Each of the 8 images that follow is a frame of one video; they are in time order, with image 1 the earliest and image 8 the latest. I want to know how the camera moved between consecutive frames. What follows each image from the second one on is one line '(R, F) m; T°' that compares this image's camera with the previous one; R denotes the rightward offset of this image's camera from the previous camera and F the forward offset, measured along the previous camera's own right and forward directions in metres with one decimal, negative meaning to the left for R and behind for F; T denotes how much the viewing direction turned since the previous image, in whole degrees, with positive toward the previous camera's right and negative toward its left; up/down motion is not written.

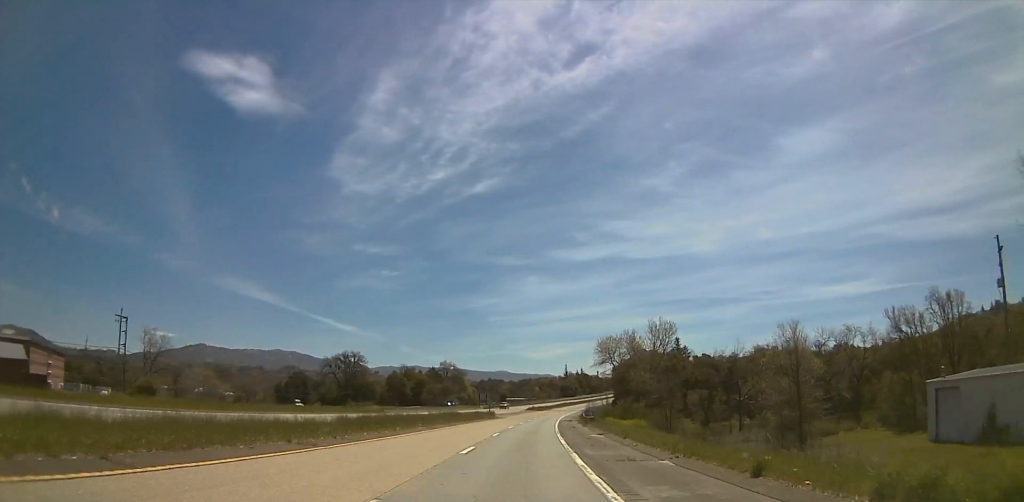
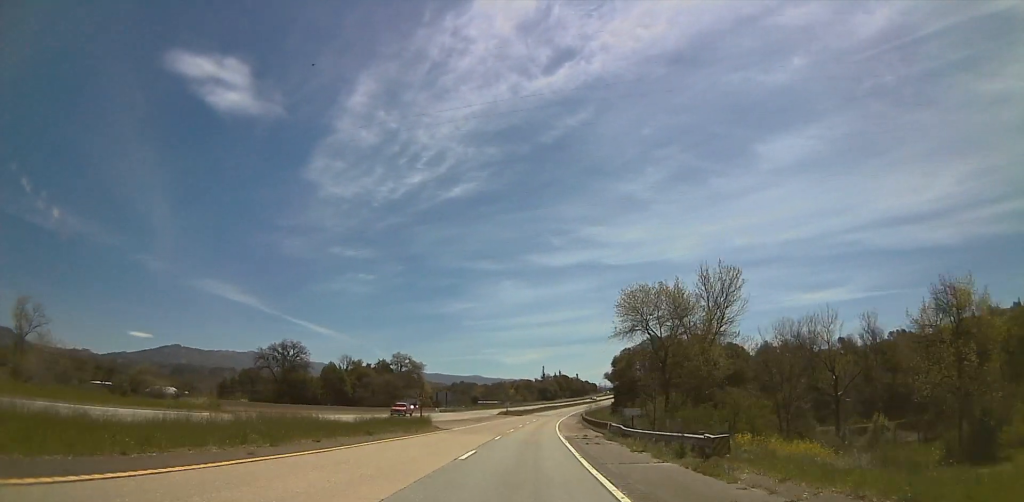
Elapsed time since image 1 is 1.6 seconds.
(+0.7, +48.4) m; +1°
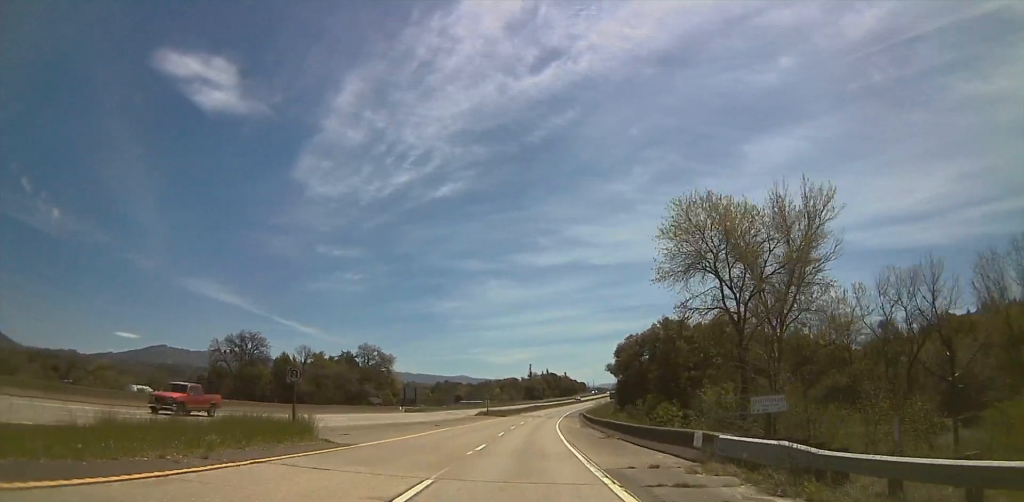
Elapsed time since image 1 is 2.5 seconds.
(0.0, +27.5) m; +1°
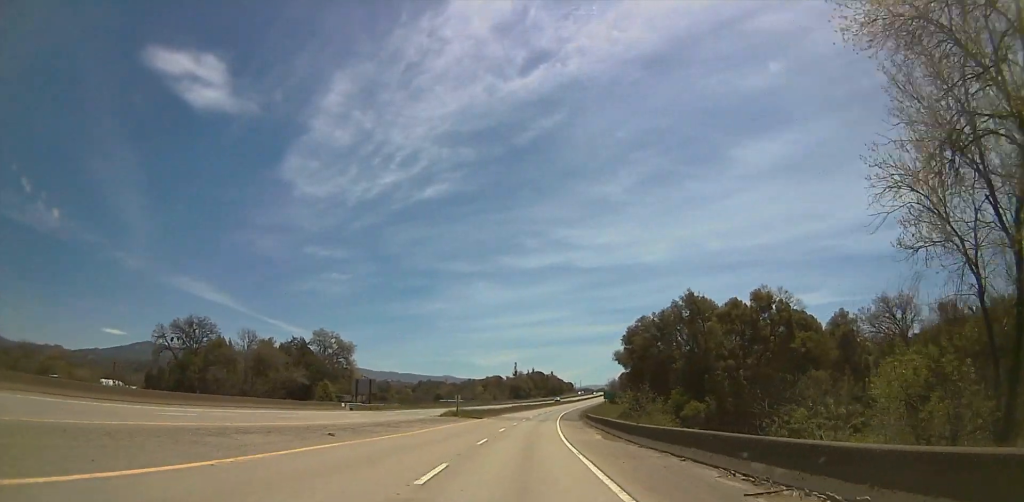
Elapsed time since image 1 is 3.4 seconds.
(+0.3, +29.4) m; +3°
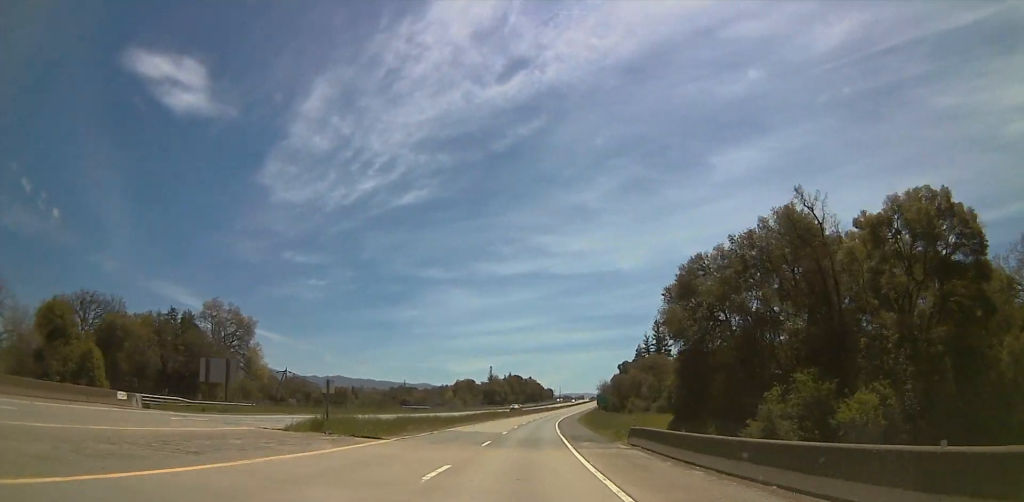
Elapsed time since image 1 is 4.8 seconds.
(+1.8, +47.7) m; +3°
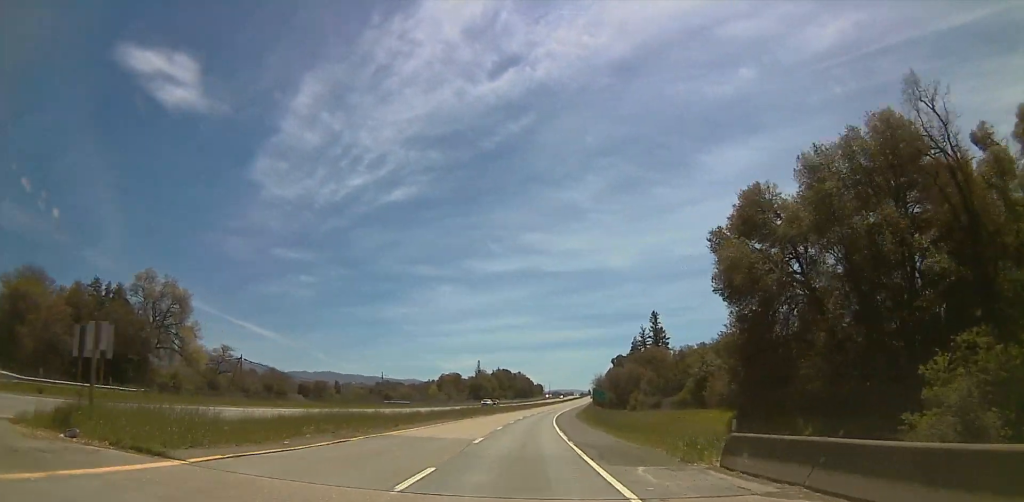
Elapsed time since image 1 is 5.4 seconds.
(+0.1, +17.9) m; +1°
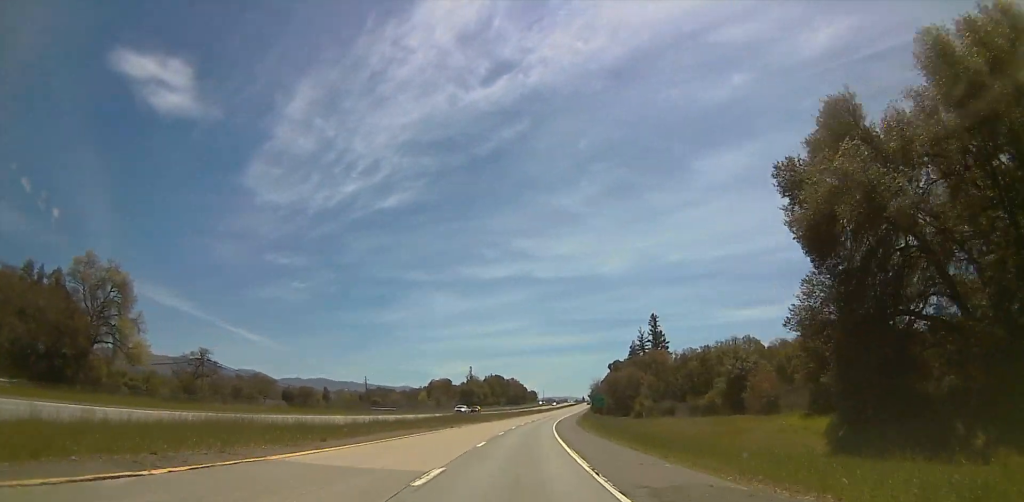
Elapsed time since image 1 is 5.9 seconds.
(+0.1, +12.4) m; 0°
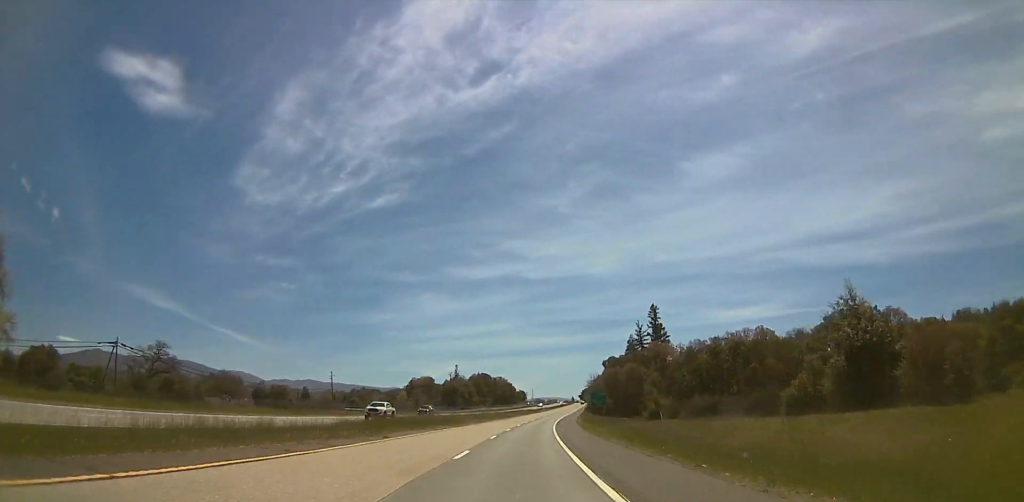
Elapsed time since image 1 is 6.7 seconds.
(+0.1, +22.4) m; 0°
